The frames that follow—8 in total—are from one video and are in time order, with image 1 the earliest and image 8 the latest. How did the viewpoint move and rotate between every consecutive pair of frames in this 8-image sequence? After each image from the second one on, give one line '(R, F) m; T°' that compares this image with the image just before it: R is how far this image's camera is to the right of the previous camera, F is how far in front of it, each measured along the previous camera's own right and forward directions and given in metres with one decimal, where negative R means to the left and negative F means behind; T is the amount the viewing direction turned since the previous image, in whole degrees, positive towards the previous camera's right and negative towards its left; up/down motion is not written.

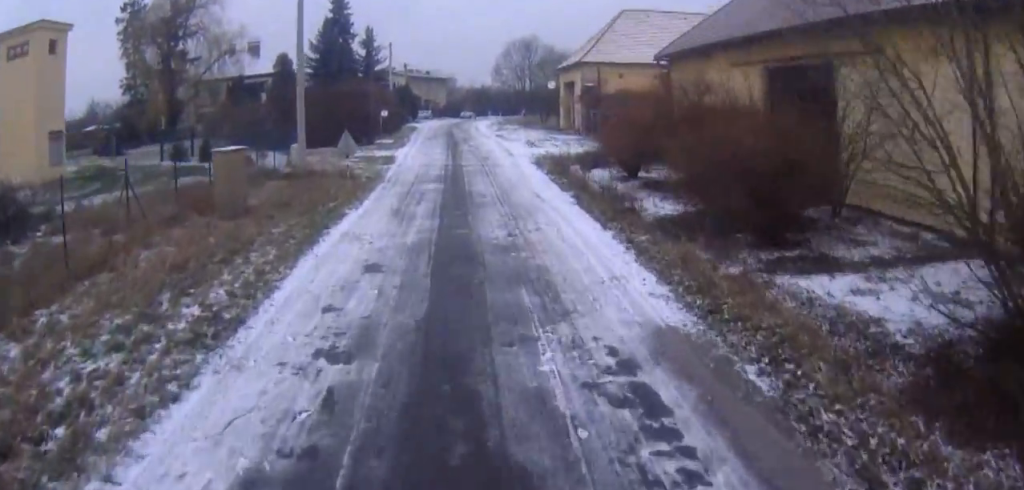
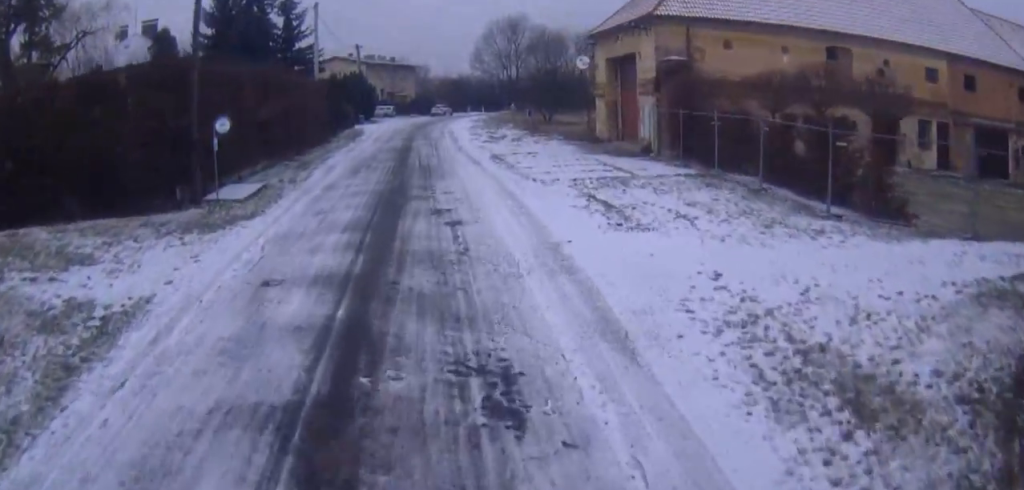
(+0.2, +27.2) m; +6°
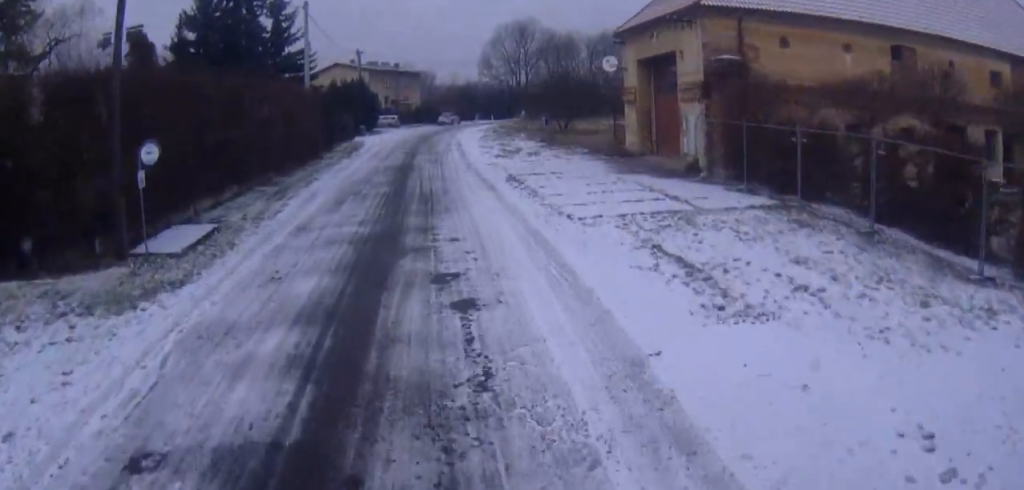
(+0.6, +4.6) m; 0°
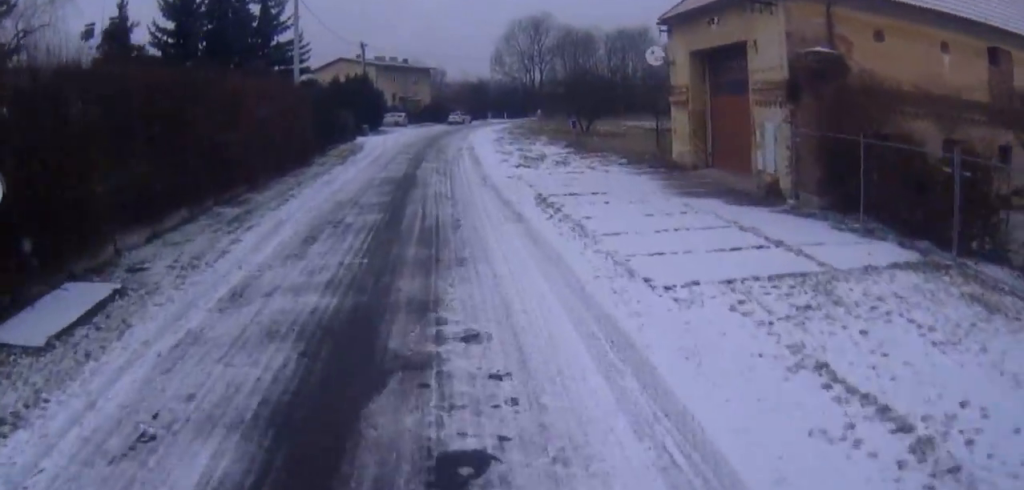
(+0.3, +5.6) m; -1°
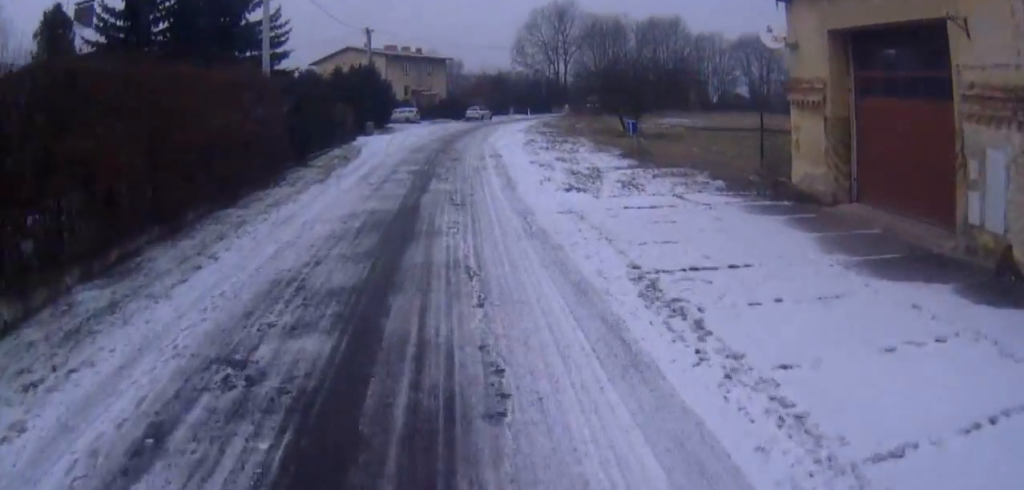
(-0.9, +9.3) m; -7°
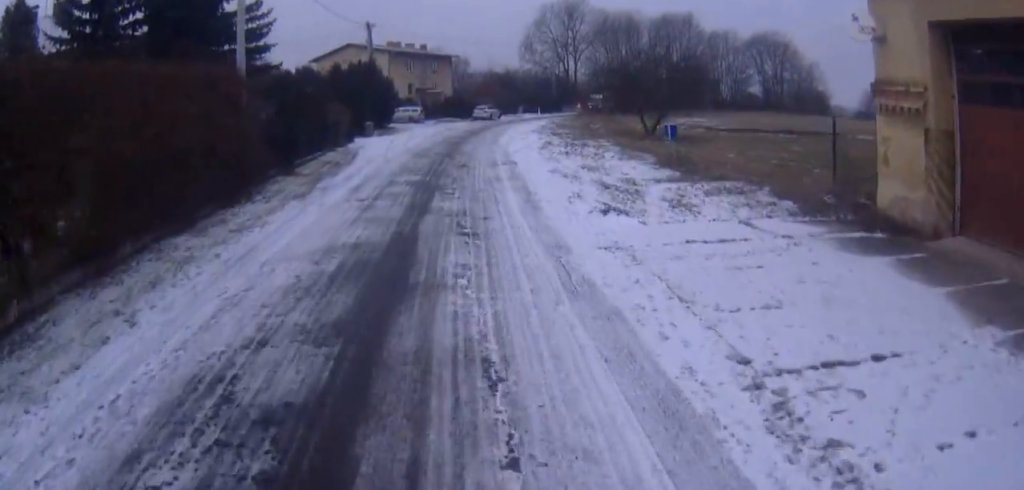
(-0.1, +4.2) m; -1°
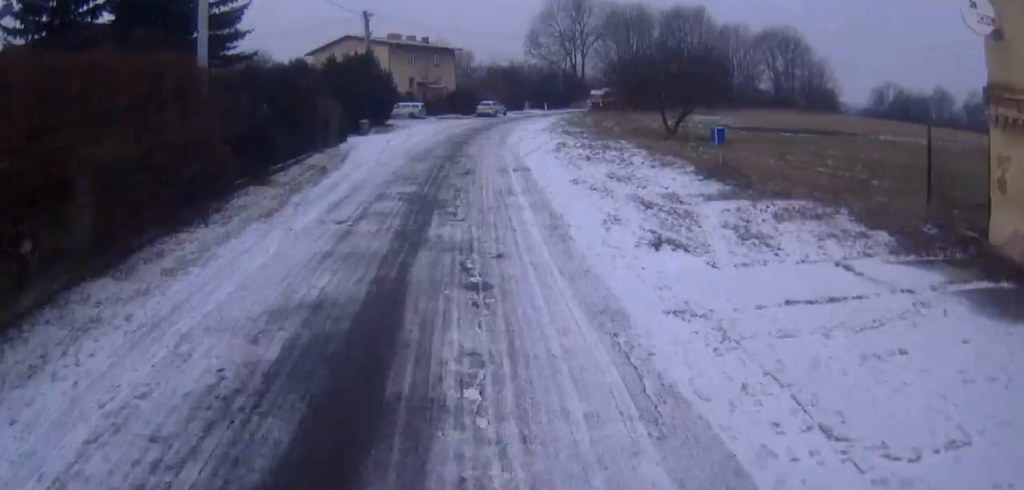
(0.0, +4.2) m; -1°
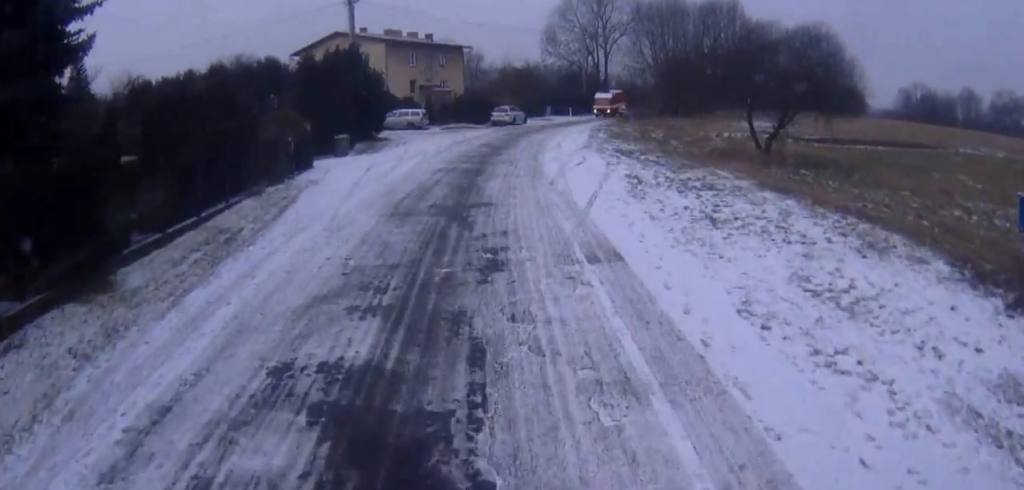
(-0.1, +13.2) m; +1°
